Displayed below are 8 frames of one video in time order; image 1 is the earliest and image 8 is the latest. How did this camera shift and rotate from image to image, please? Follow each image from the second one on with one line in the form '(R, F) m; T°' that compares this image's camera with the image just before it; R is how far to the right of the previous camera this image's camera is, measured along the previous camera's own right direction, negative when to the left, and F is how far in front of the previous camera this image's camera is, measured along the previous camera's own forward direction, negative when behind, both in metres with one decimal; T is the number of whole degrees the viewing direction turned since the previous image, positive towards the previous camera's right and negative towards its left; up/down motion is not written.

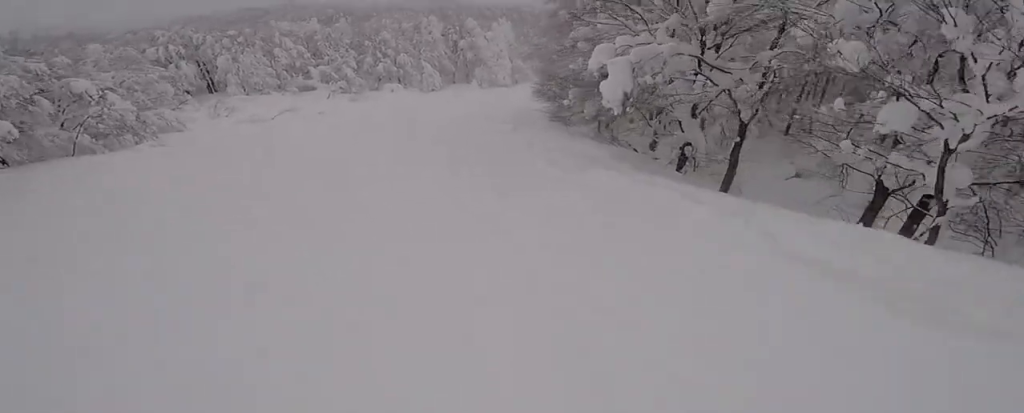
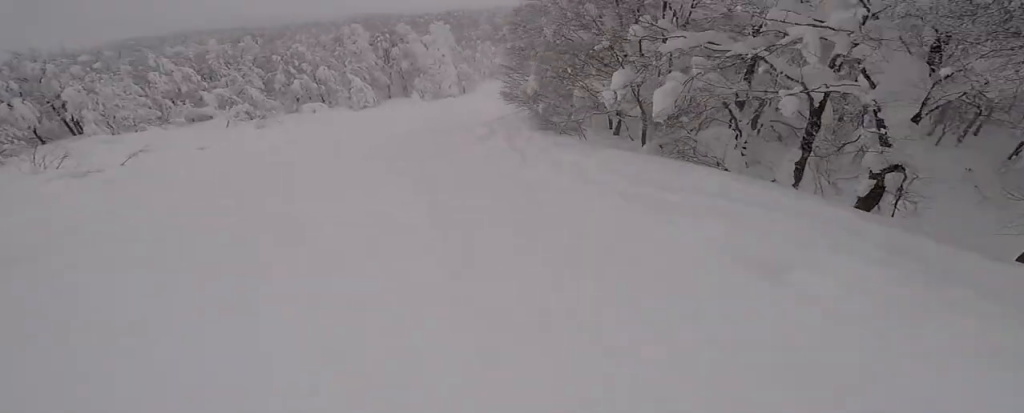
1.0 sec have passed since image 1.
(0.0, +7.9) m; +4°
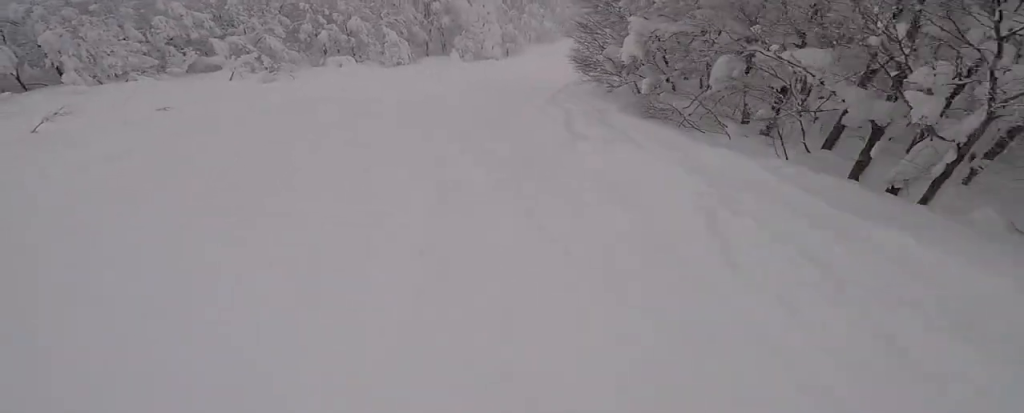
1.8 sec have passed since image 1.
(+0.4, +6.8) m; +5°
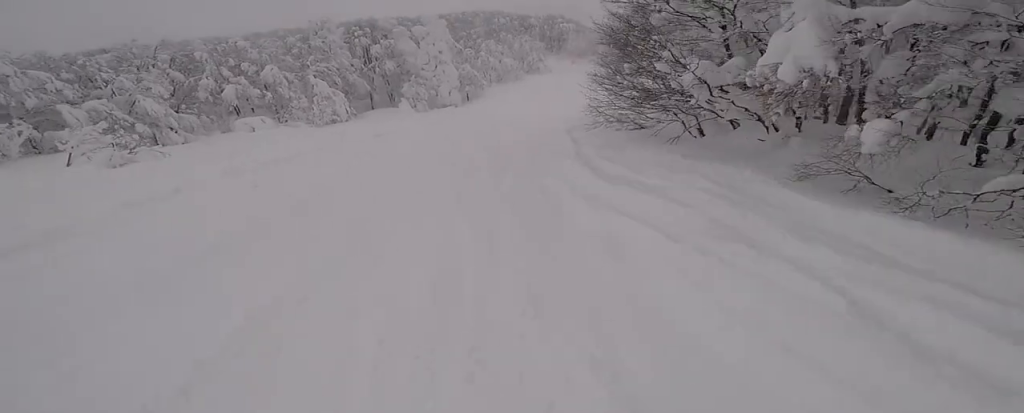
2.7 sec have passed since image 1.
(+0.3, +9.3) m; +6°
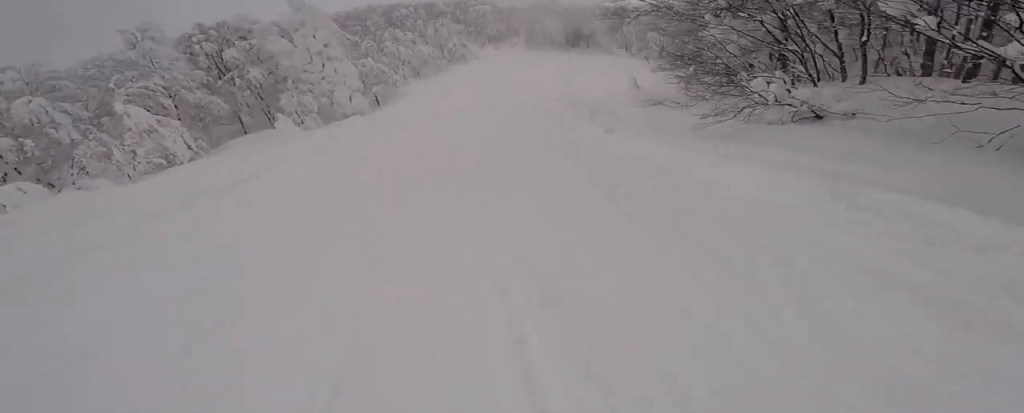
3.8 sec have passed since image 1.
(+1.1, +11.1) m; +13°
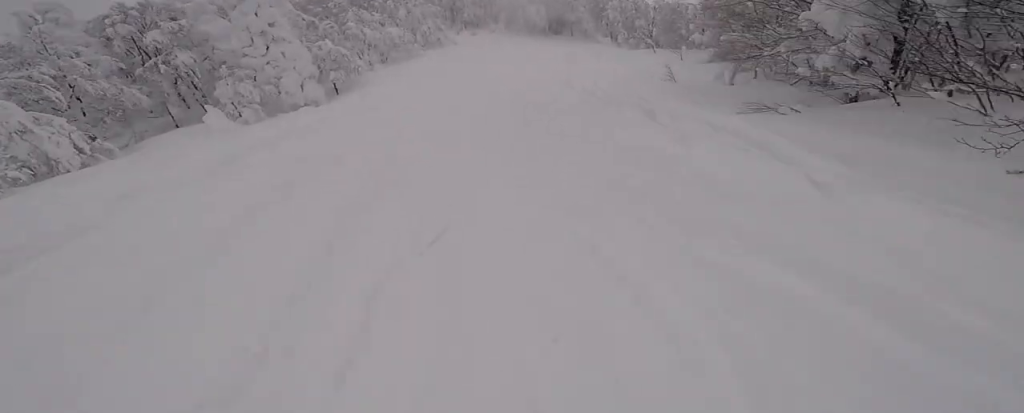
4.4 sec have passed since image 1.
(+1.0, +5.7) m; +5°
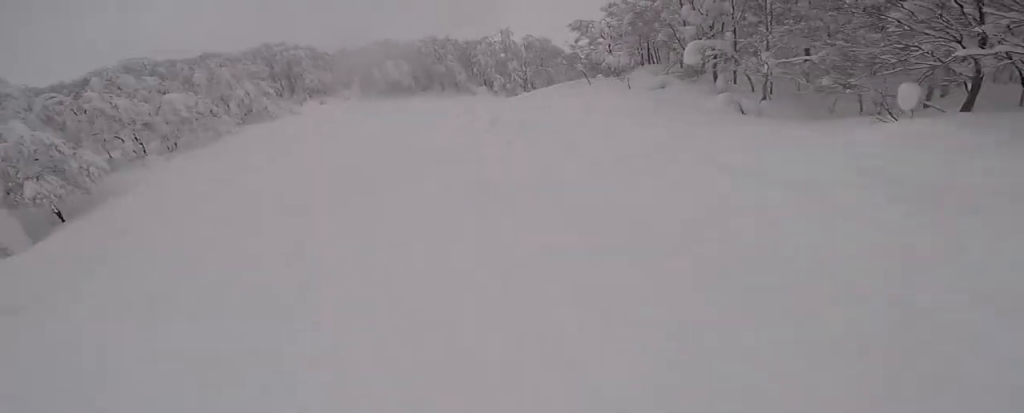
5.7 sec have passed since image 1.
(-0.5, +14.0) m; +4°
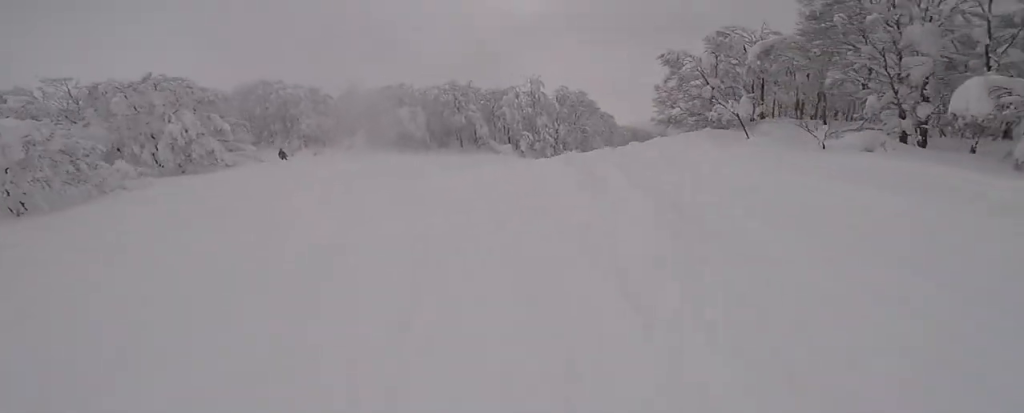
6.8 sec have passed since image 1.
(+1.1, +11.2) m; +11°
